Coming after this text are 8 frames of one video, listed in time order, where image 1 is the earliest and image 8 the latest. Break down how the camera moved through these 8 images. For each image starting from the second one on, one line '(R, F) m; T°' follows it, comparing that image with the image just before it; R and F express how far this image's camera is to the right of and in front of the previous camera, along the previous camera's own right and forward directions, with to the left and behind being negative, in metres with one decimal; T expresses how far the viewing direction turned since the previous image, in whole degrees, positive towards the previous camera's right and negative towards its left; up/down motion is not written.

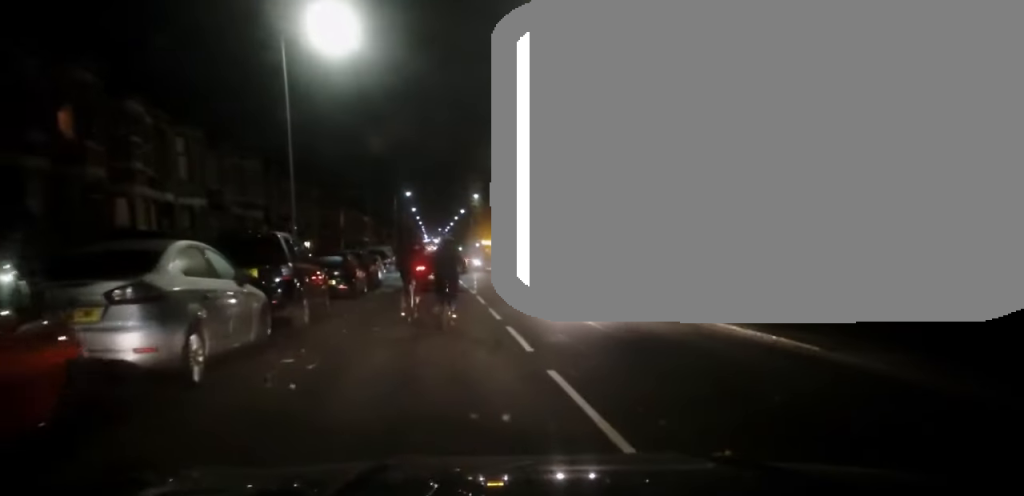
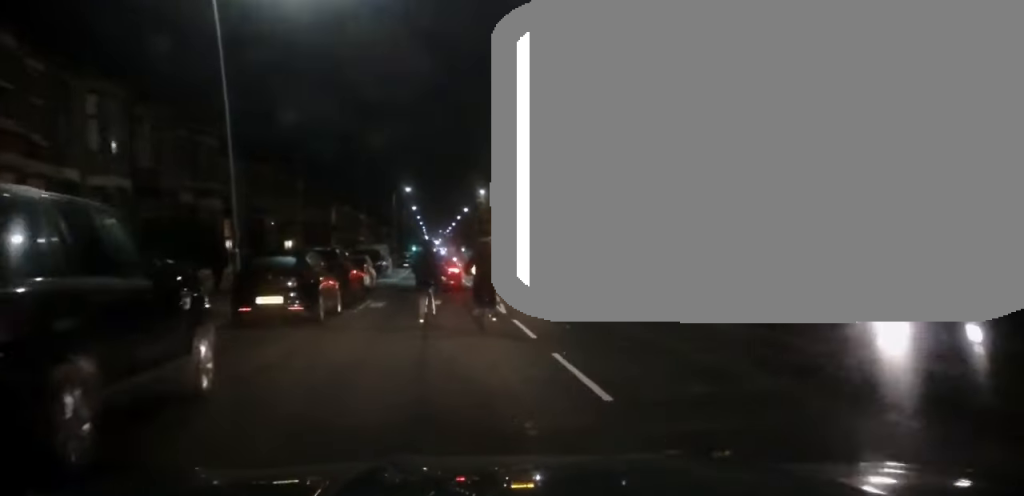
(-0.1, +9.7) m; +1°
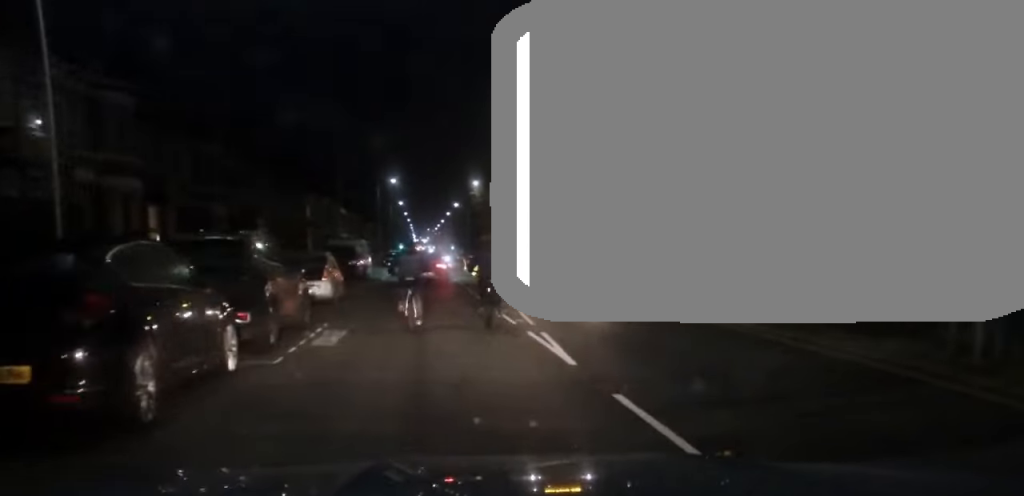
(+0.2, +9.9) m; +1°
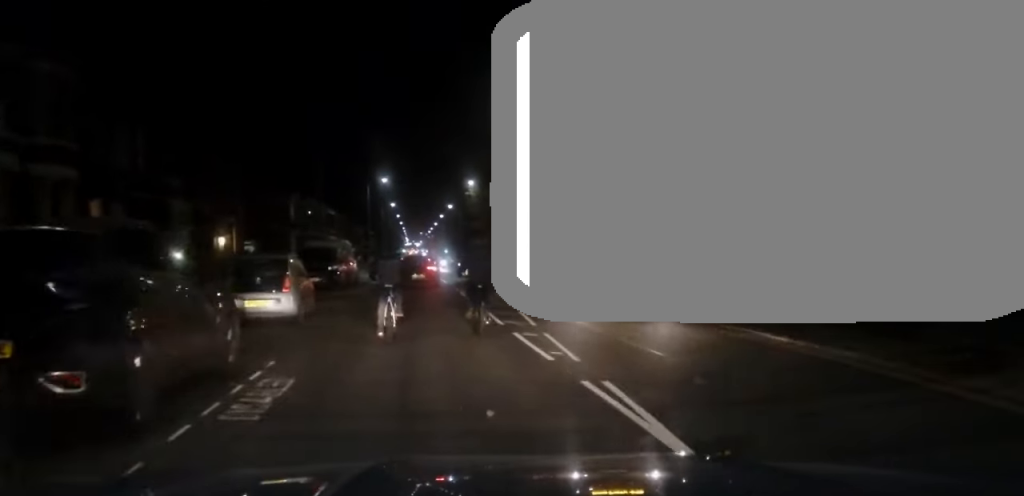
(0.0, +5.1) m; 0°
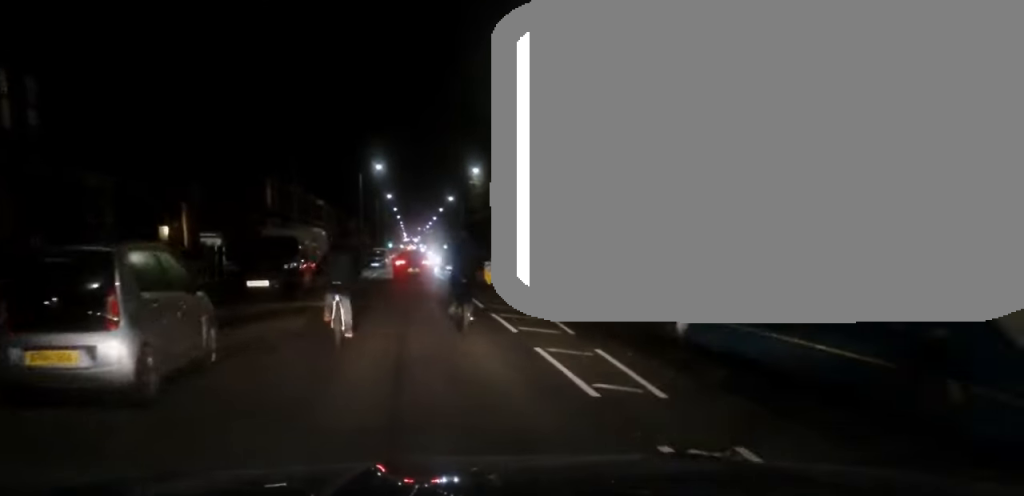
(0.0, +8.8) m; -1°
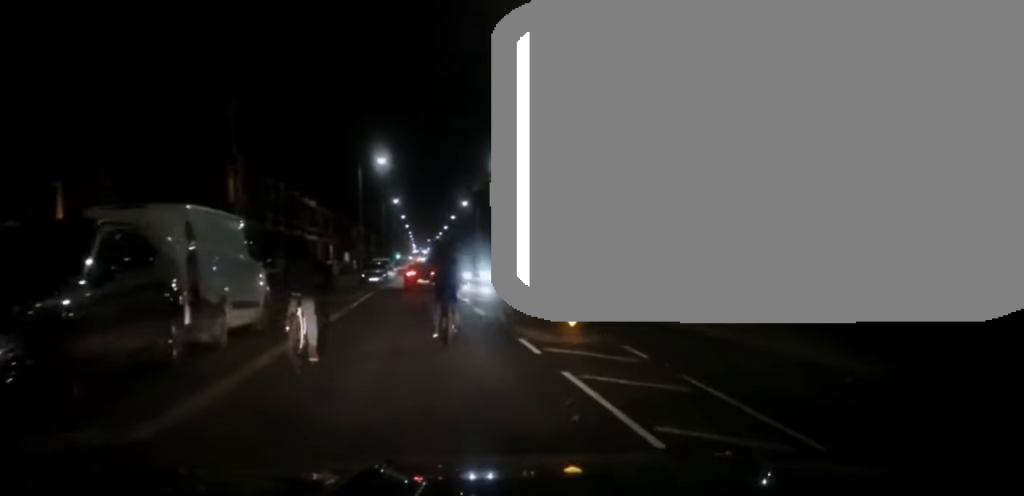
(-0.2, +13.1) m; -1°
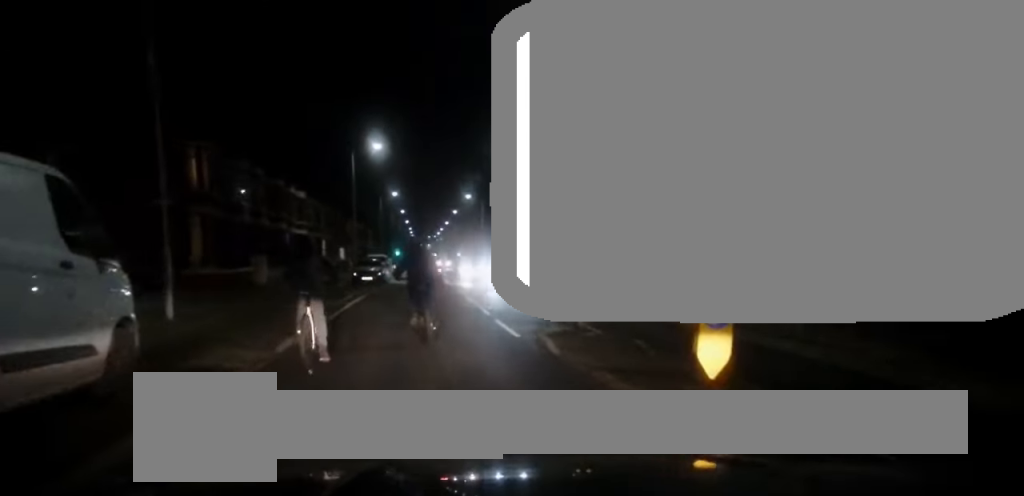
(+0.2, +6.9) m; +1°
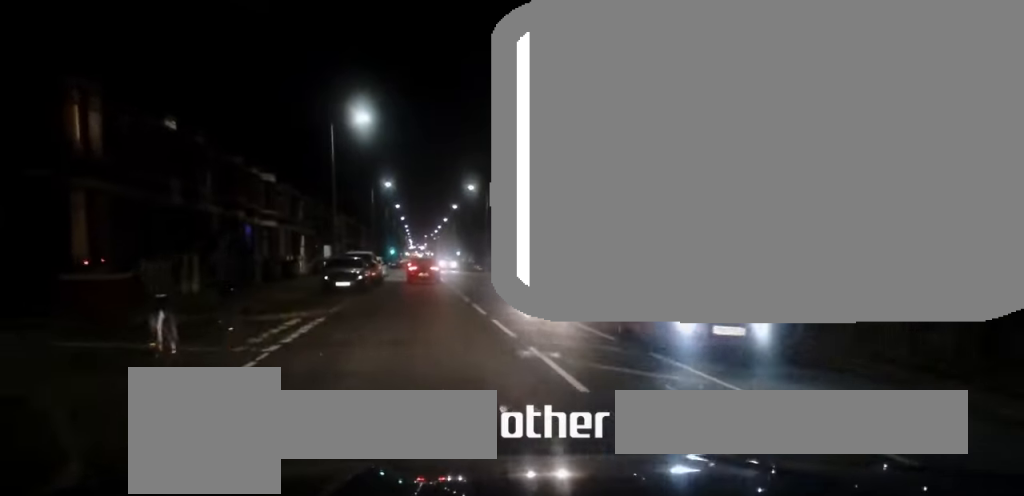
(-0.1, +12.4) m; -1°
